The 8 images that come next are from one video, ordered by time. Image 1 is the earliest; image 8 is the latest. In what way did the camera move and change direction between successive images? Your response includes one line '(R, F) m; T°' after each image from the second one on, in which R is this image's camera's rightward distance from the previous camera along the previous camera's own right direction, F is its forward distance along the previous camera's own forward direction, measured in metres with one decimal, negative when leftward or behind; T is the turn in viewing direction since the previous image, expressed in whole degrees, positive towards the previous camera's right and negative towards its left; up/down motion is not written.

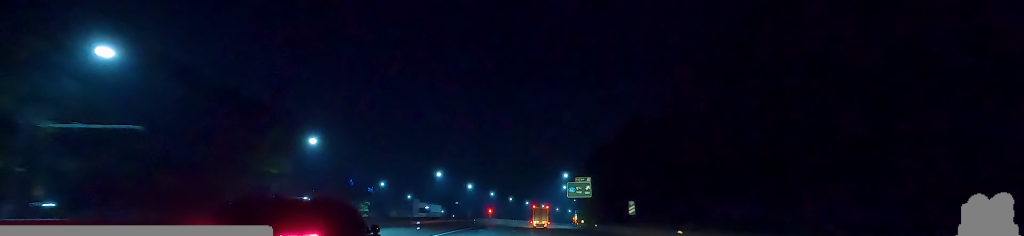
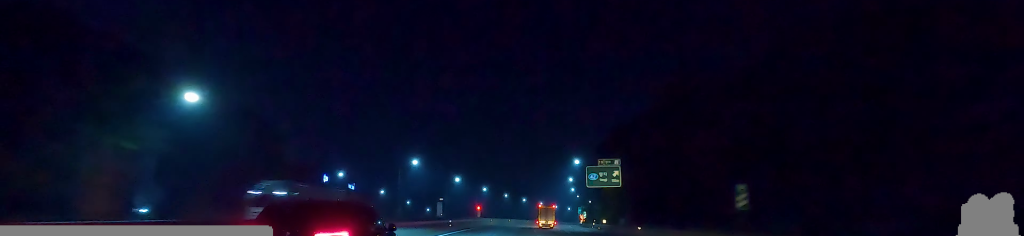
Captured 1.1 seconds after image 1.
(-0.6, +30.4) m; 0°
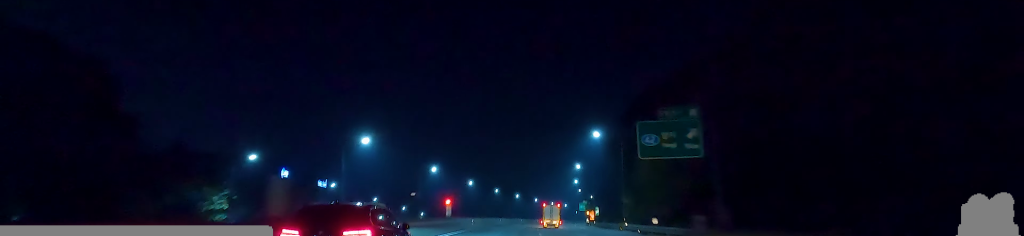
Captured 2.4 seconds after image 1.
(+0.8, +32.9) m; +4°
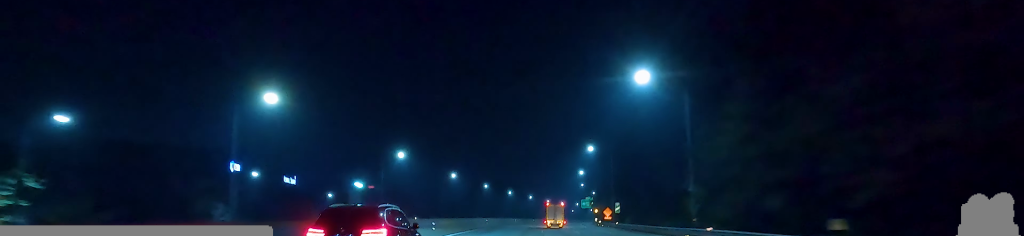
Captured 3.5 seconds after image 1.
(+0.6, +29.0) m; 0°
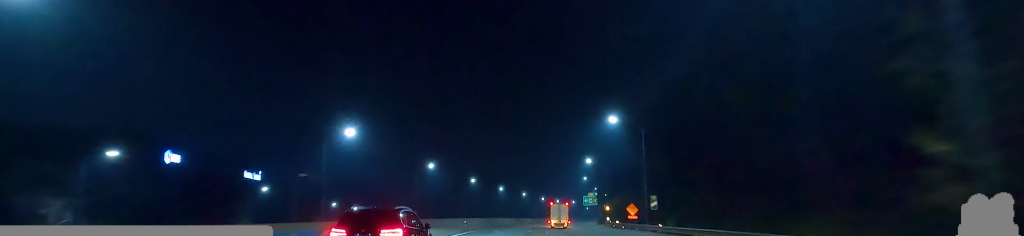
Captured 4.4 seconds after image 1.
(-0.5, +25.8) m; 0°
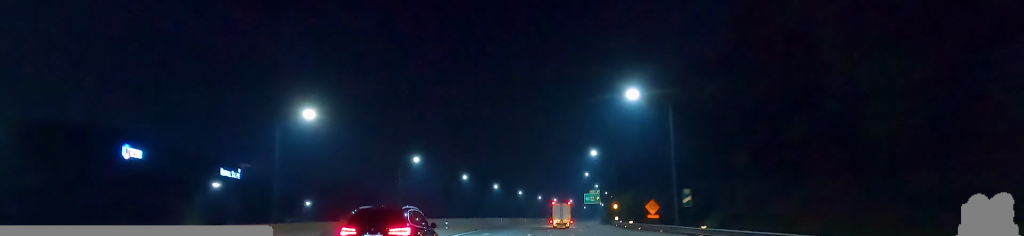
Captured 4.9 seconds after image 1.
(+0.3, +12.6) m; 0°
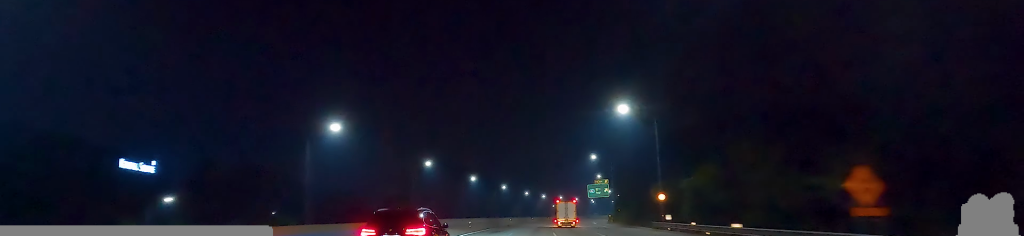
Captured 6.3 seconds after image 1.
(-0.2, +37.7) m; +1°
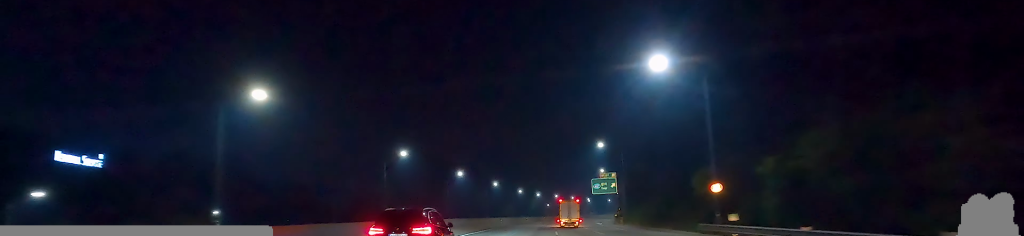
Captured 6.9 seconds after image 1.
(+0.6, +16.9) m; +2°
